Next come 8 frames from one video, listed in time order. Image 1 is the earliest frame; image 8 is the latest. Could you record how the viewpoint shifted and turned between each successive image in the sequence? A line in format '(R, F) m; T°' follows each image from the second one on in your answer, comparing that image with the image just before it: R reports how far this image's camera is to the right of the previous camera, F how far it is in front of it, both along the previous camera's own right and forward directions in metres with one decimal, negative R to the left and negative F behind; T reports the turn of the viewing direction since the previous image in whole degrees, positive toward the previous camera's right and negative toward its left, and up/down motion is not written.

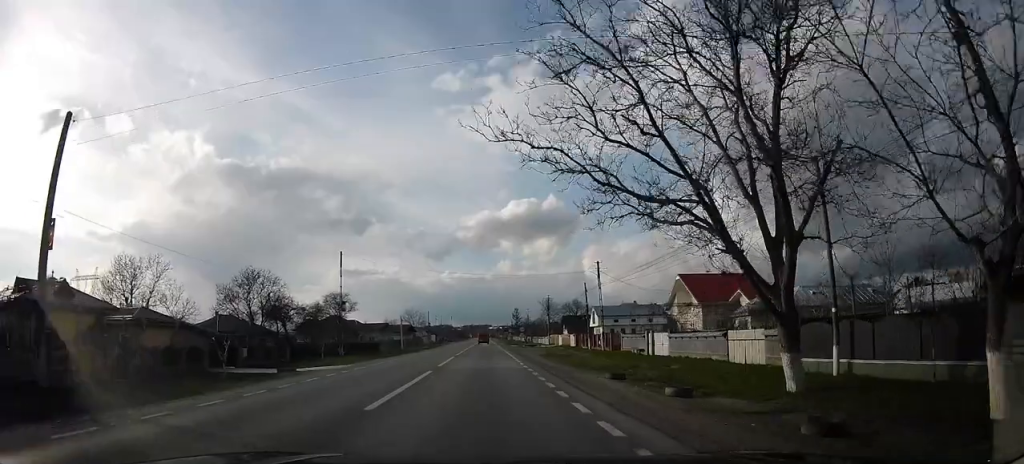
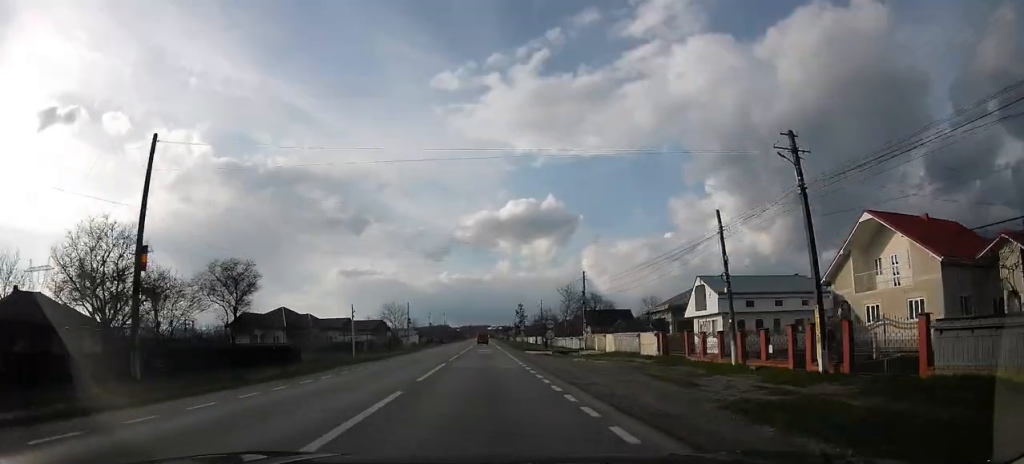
(-0.2, +30.4) m; +2°
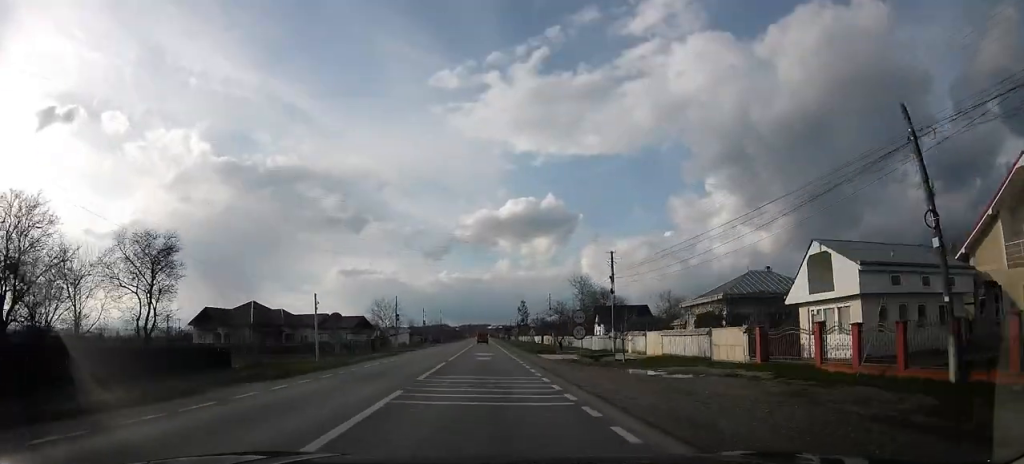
(+1.1, +11.8) m; 0°
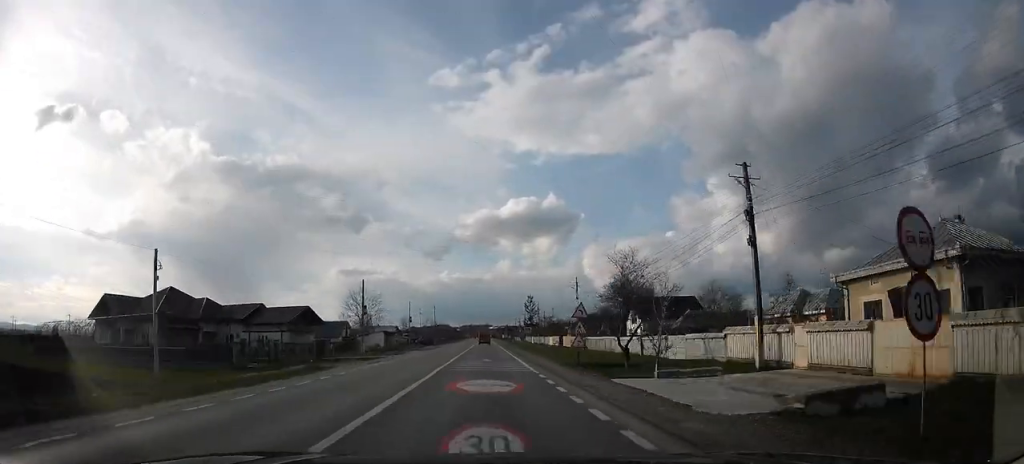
(-1.4, +22.0) m; 0°
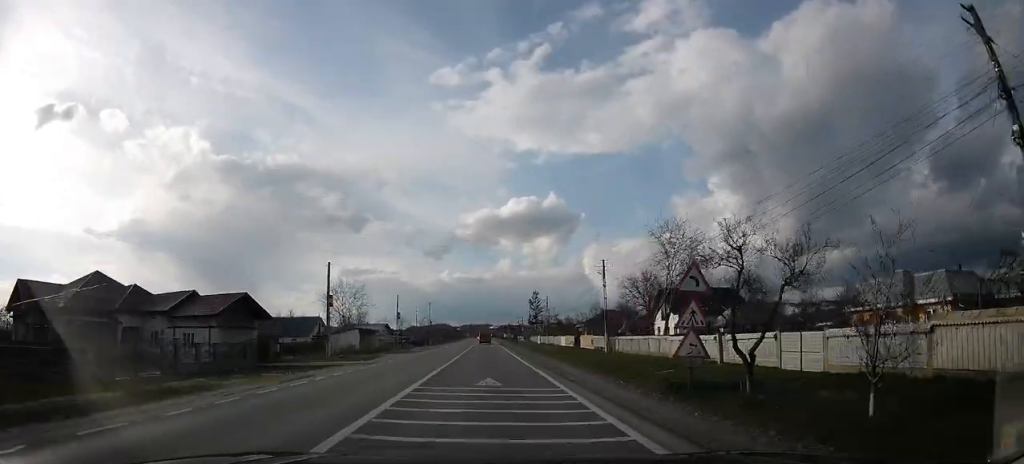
(+1.0, +12.8) m; +1°
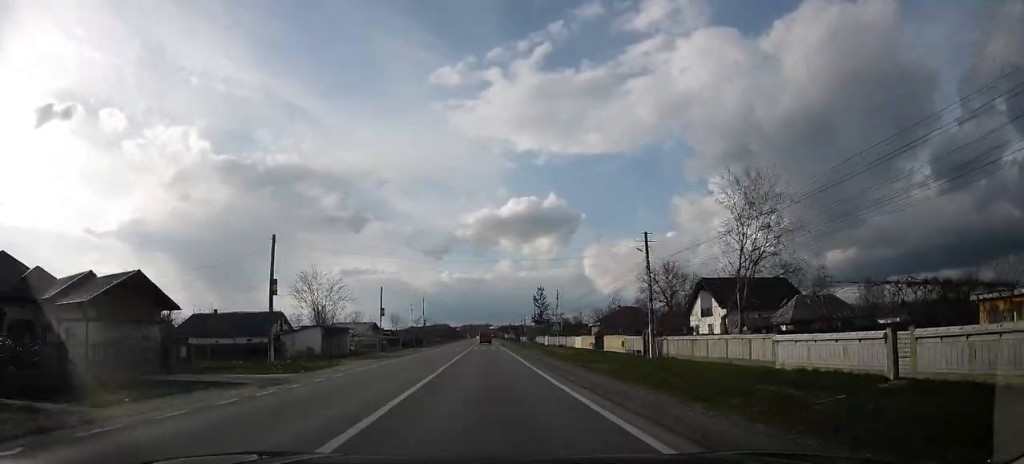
(+0.3, +12.2) m; 0°
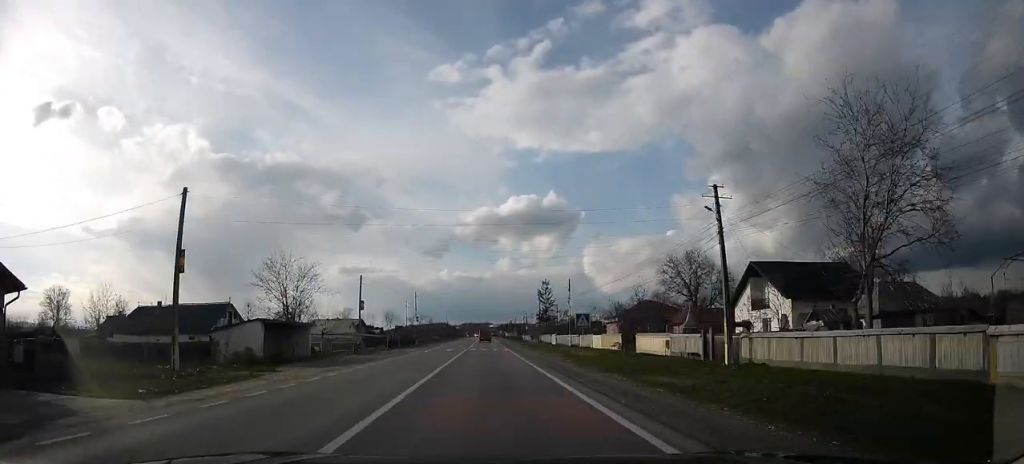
(-0.5, +10.9) m; -1°
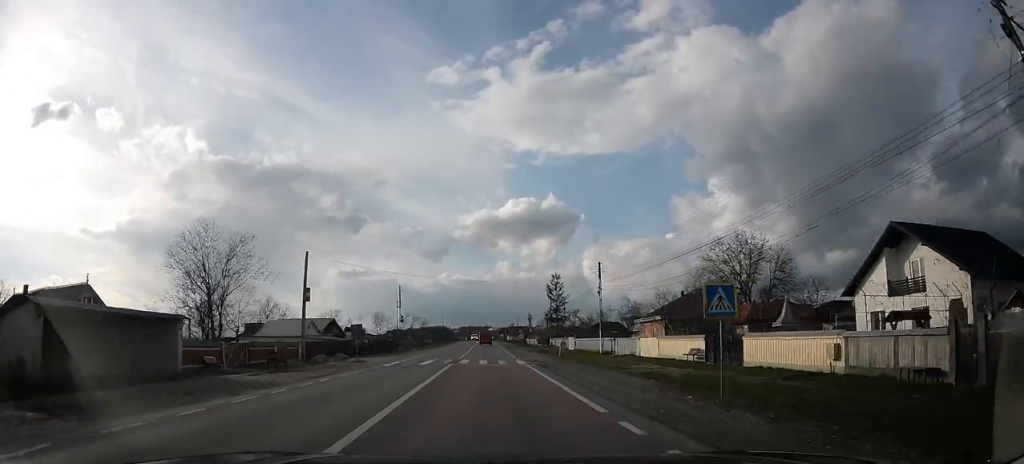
(0.0, +17.3) m; 0°
